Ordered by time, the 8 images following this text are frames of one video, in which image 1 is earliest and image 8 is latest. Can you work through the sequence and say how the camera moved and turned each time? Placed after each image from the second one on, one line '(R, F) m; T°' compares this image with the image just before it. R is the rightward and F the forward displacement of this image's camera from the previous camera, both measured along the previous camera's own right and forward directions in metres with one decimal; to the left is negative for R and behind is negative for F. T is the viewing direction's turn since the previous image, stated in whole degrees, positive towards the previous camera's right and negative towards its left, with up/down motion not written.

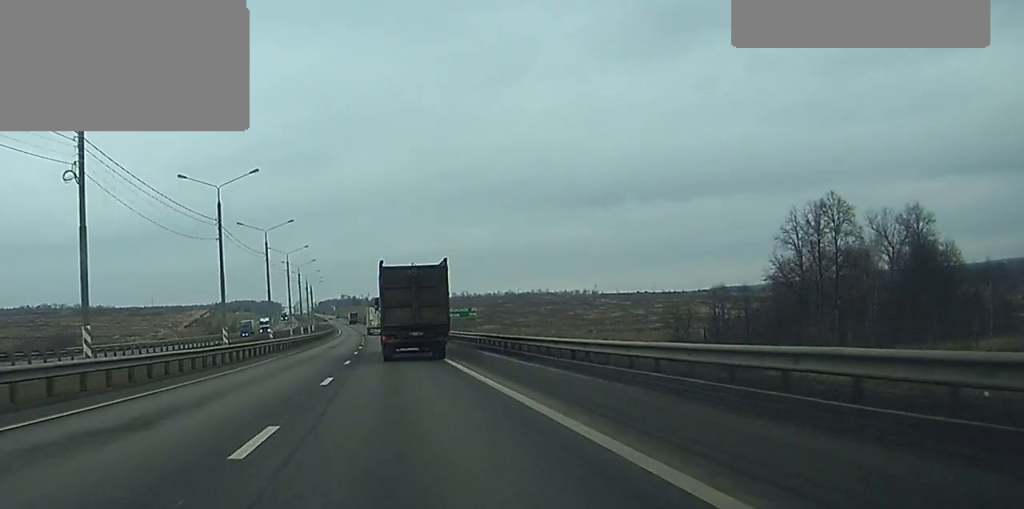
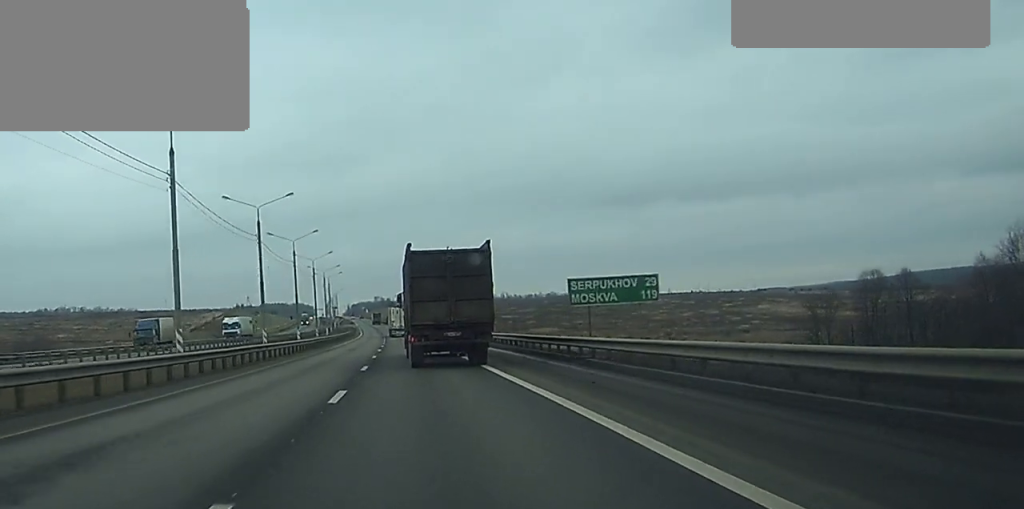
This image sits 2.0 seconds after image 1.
(-0.7, +52.4) m; -2°
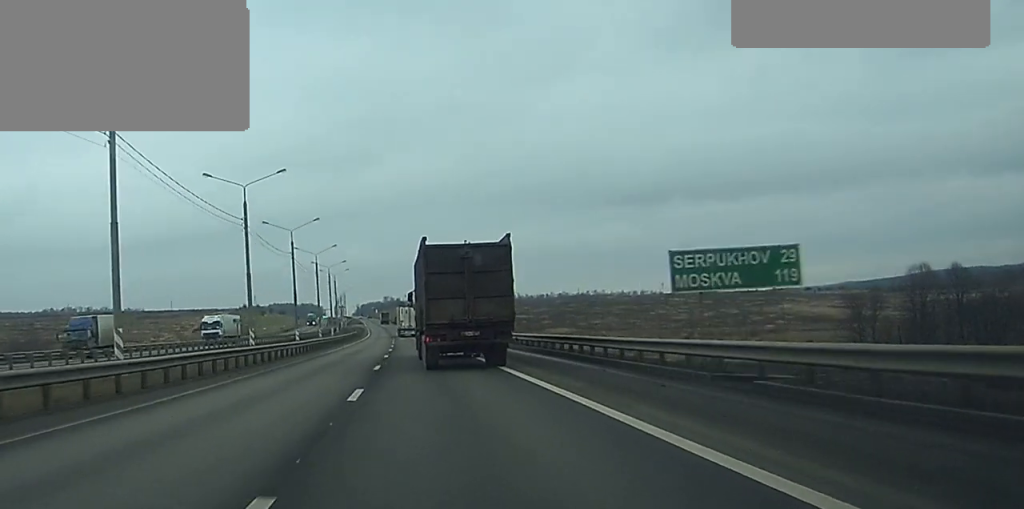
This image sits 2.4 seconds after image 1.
(0.0, +11.6) m; -1°
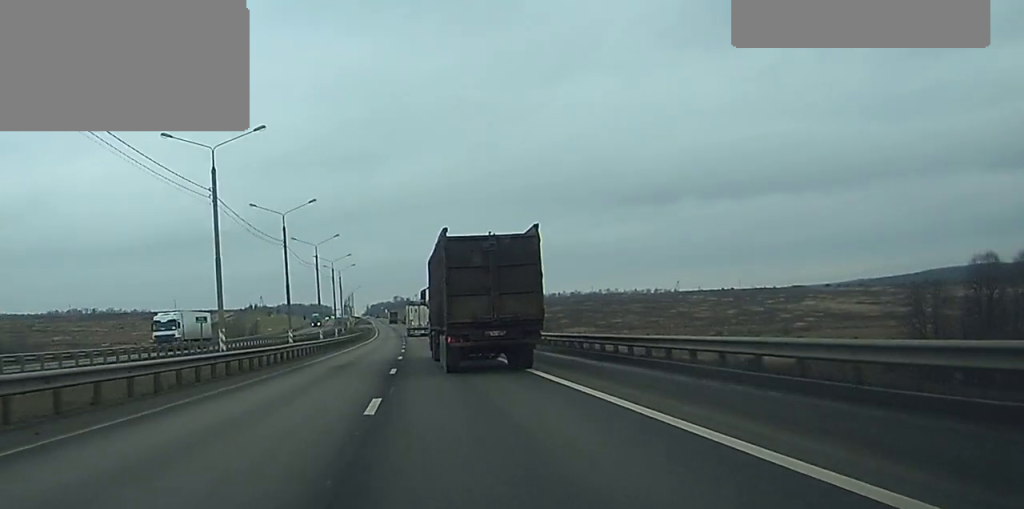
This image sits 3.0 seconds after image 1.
(-0.2, +14.5) m; 0°
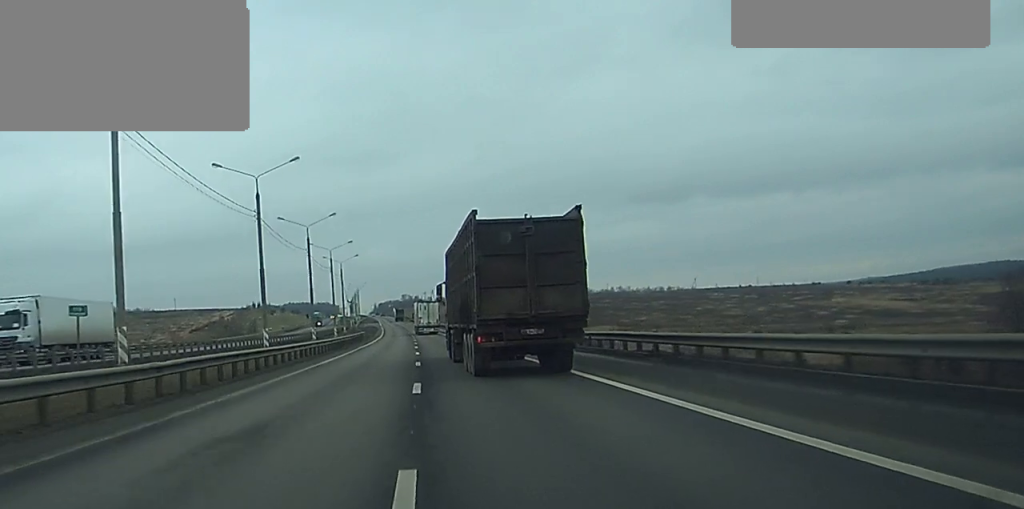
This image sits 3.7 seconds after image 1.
(-0.1, +20.1) m; 0°
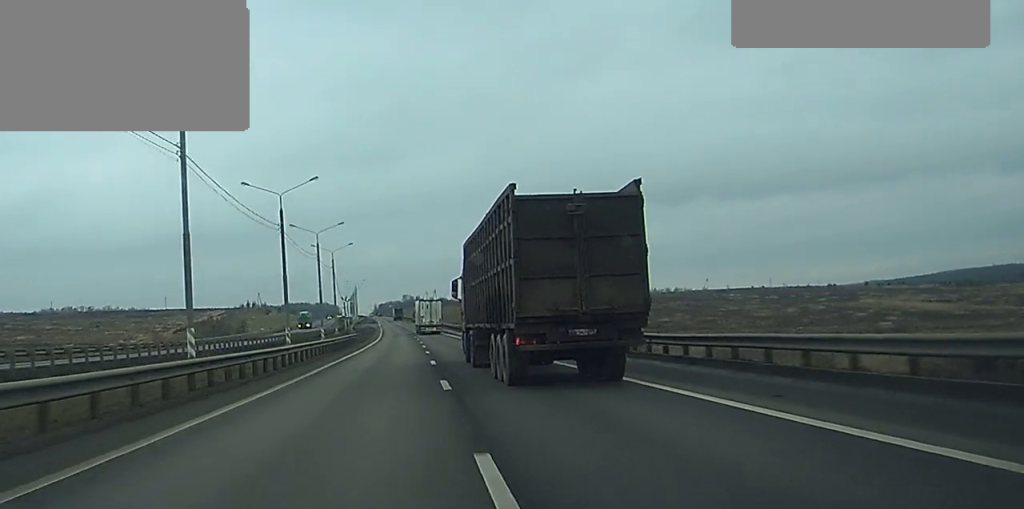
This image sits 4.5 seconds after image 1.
(0.0, +23.1) m; 0°
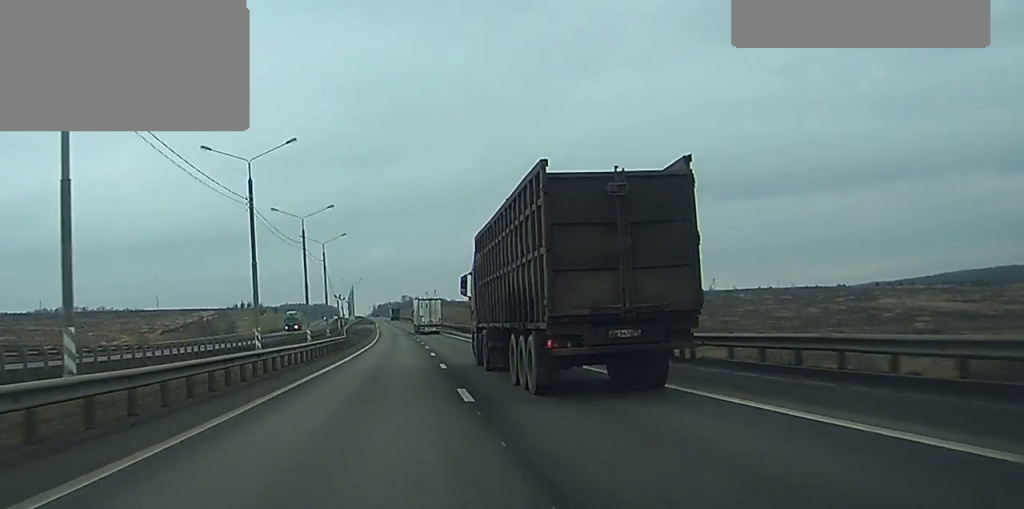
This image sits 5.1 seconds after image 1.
(-0.1, +15.0) m; 0°
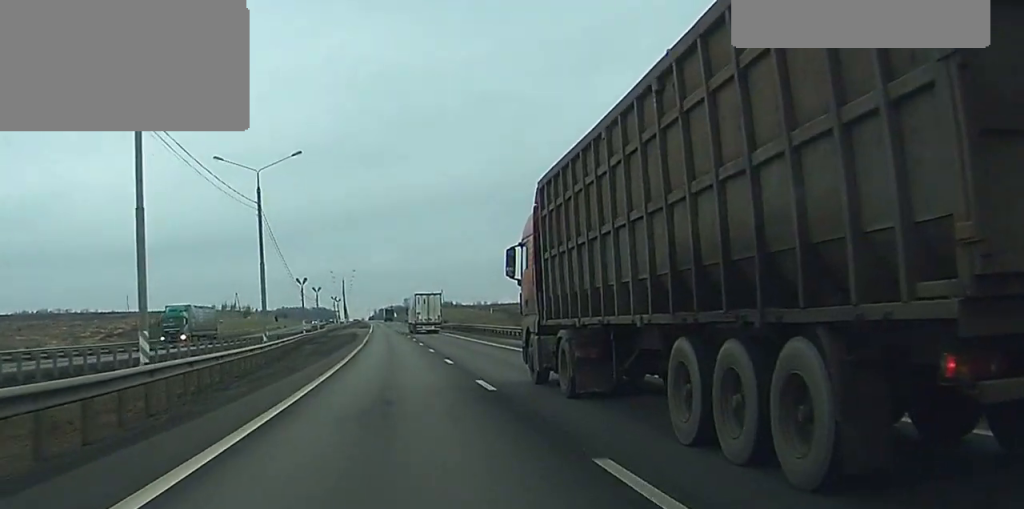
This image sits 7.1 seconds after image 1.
(0.0, +58.2) m; 0°
